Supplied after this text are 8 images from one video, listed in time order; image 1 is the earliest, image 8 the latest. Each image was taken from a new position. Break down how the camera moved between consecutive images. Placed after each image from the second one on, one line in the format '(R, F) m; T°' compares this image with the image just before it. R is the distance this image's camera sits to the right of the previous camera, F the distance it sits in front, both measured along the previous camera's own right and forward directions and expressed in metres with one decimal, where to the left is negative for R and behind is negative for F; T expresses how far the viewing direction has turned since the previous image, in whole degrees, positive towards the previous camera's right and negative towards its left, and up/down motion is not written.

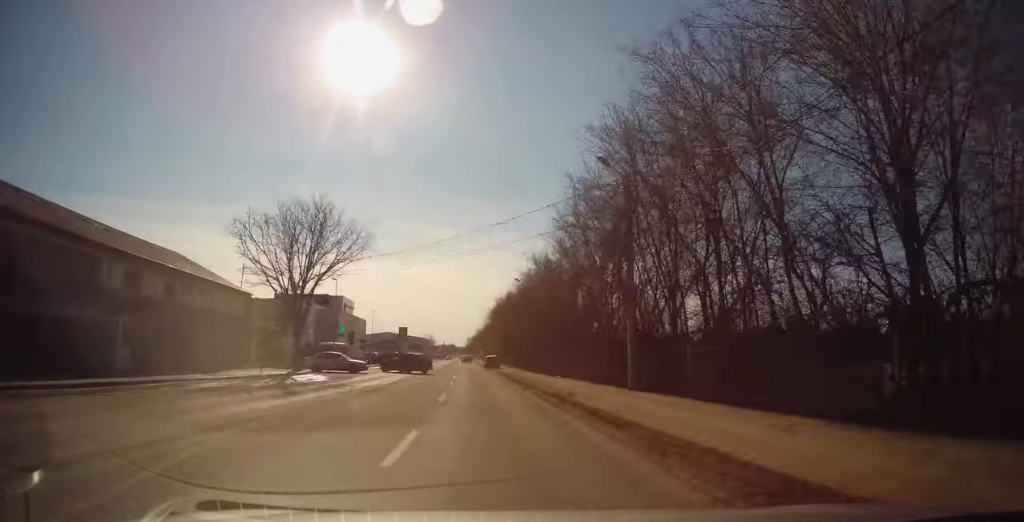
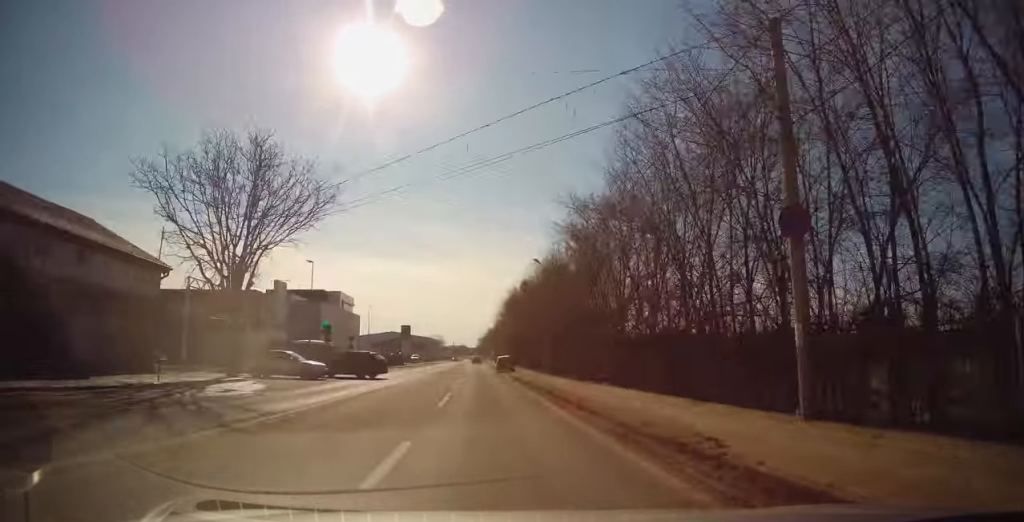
(-0.1, +10.1) m; -1°
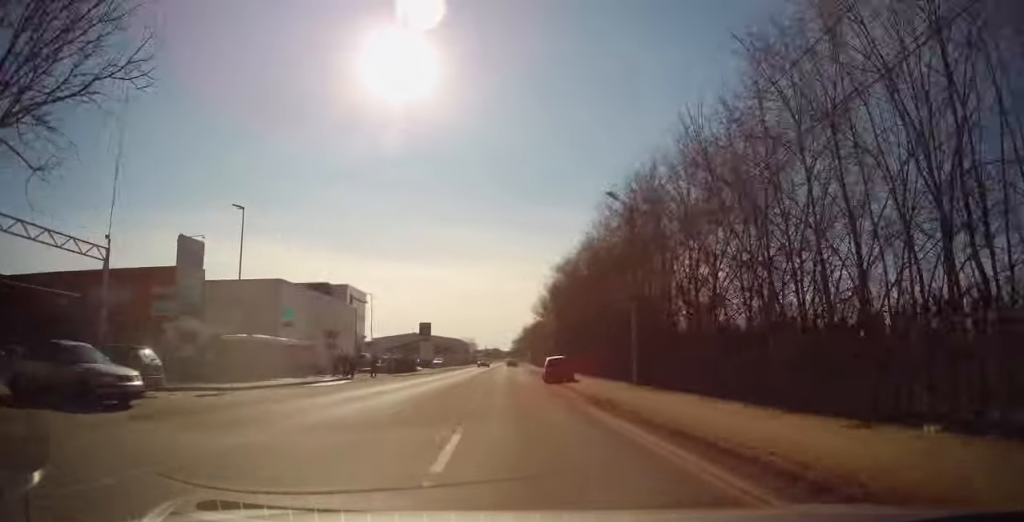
(0.0, +16.9) m; -3°
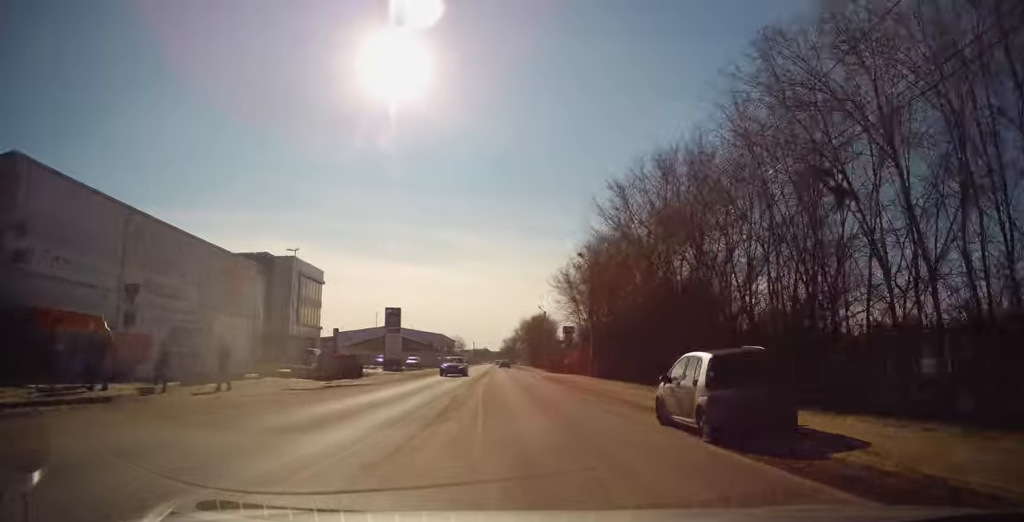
(-0.9, +22.2) m; -1°
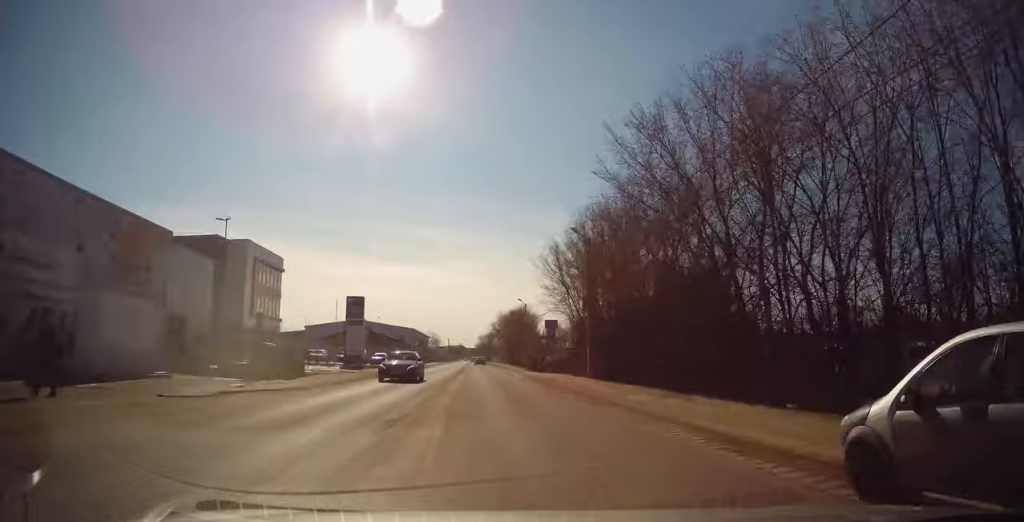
(0.0, +6.9) m; +1°
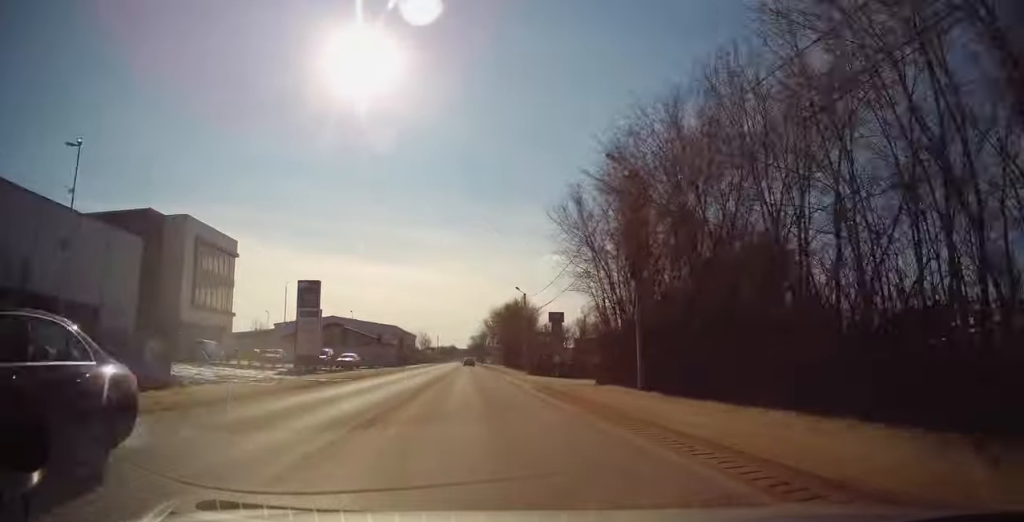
(+0.2, +11.5) m; +2°
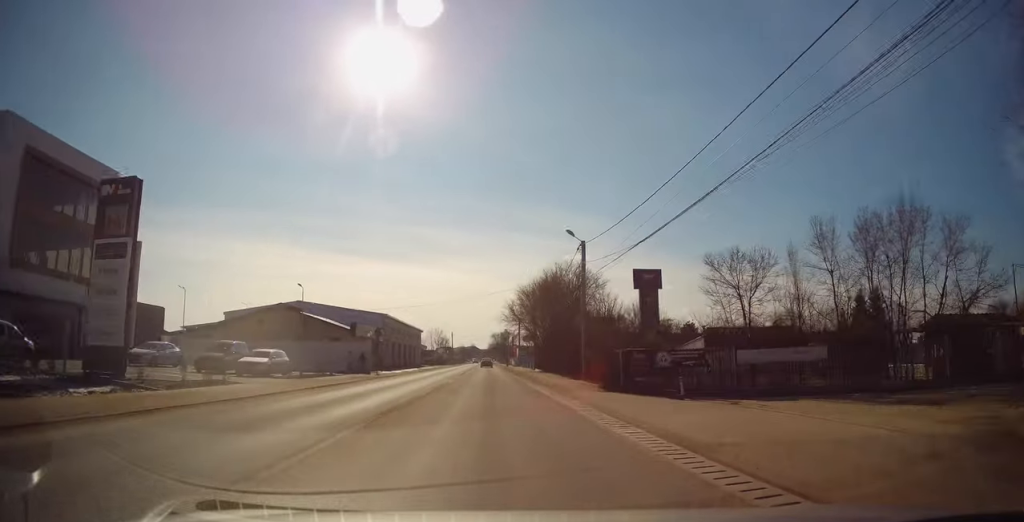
(+0.4, +25.1) m; 0°
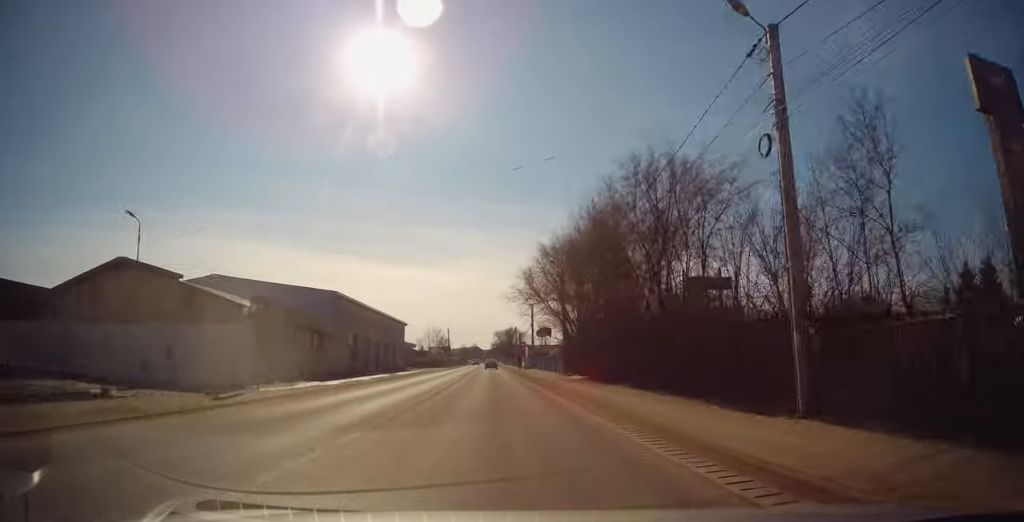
(-0.2, +22.2) m; 0°
